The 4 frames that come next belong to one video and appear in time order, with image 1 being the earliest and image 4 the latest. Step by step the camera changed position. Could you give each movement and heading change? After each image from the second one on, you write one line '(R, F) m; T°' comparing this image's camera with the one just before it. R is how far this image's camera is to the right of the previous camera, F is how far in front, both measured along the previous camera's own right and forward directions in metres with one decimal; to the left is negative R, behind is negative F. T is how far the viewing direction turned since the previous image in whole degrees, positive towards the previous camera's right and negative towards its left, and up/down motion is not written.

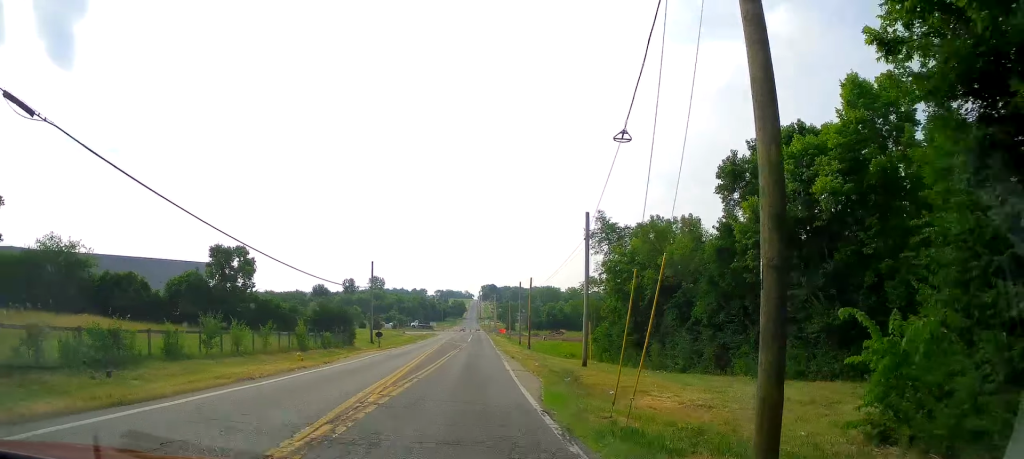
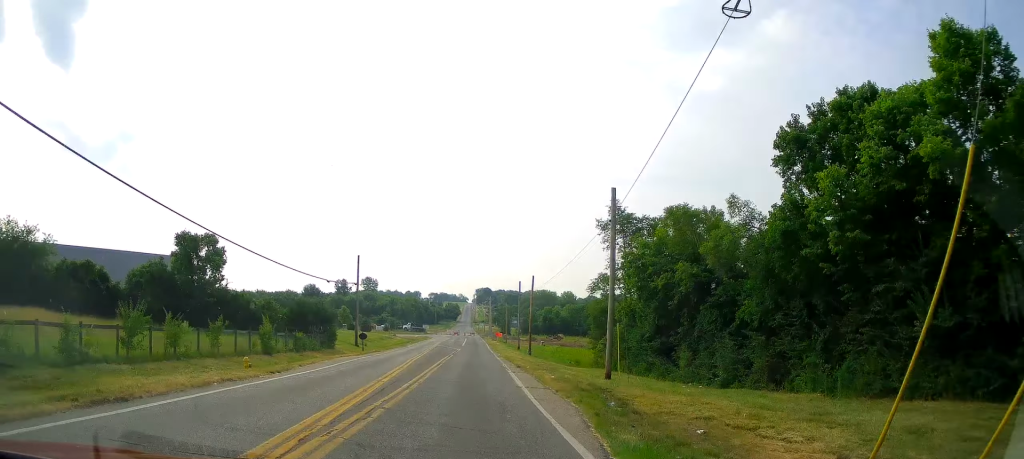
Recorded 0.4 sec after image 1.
(+0.3, +7.1) m; +1°
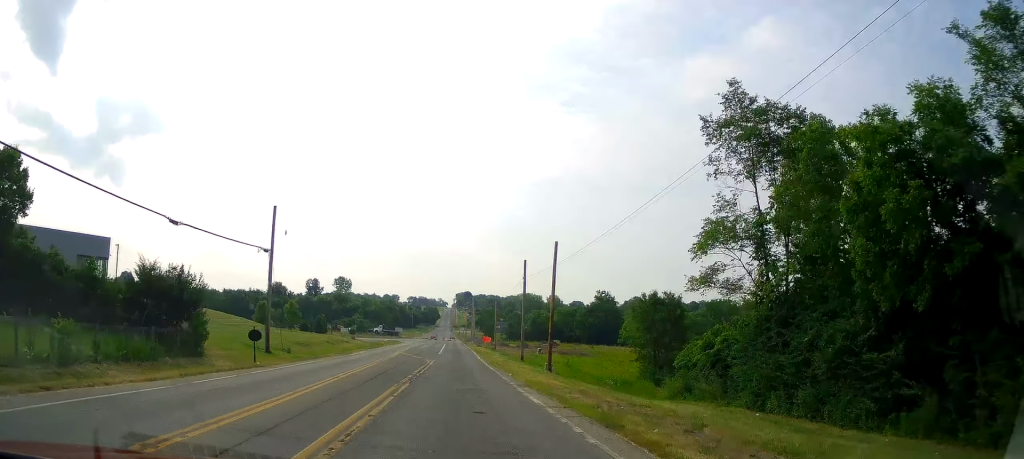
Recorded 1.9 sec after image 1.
(+0.1, +26.6) m; +1°
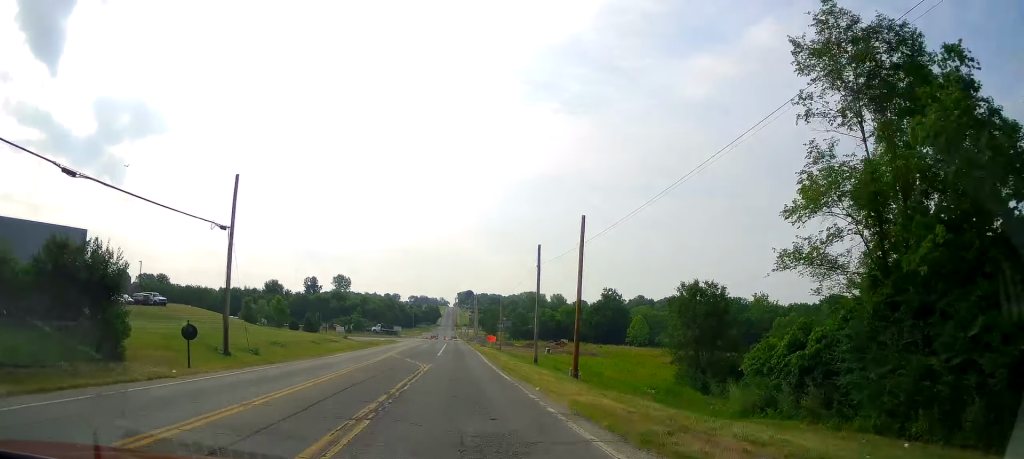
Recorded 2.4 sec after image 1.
(+0.1, +8.3) m; 0°
